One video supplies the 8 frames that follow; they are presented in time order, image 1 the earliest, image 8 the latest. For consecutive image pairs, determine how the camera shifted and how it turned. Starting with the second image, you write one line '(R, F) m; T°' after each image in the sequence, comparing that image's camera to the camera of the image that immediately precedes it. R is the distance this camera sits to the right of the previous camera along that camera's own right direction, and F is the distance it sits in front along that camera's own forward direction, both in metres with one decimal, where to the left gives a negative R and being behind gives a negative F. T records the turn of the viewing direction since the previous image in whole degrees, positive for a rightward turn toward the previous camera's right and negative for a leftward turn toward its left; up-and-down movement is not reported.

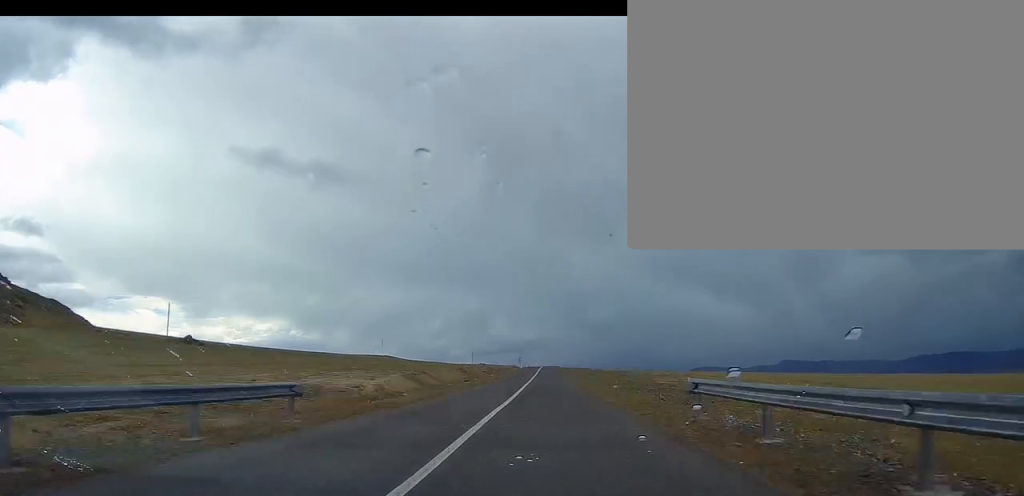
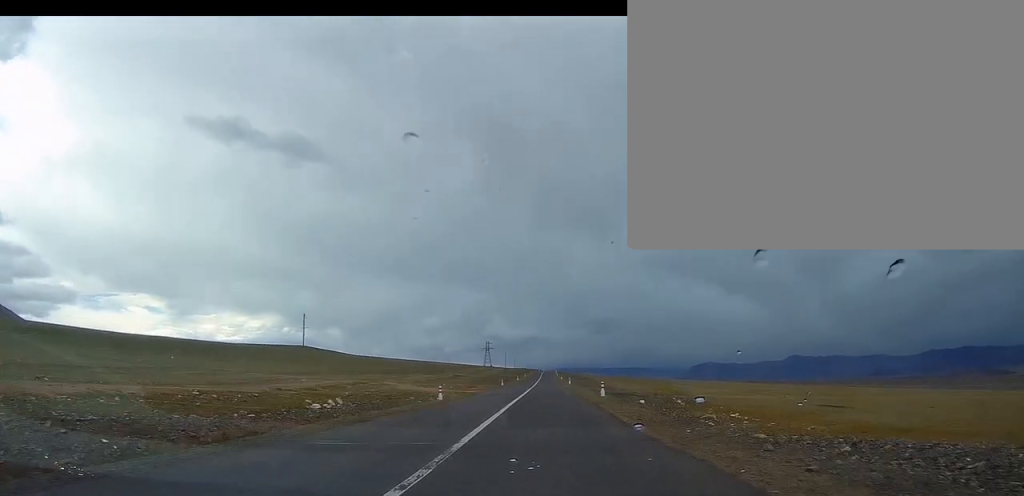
(+0.7, +405.6) m; +1°
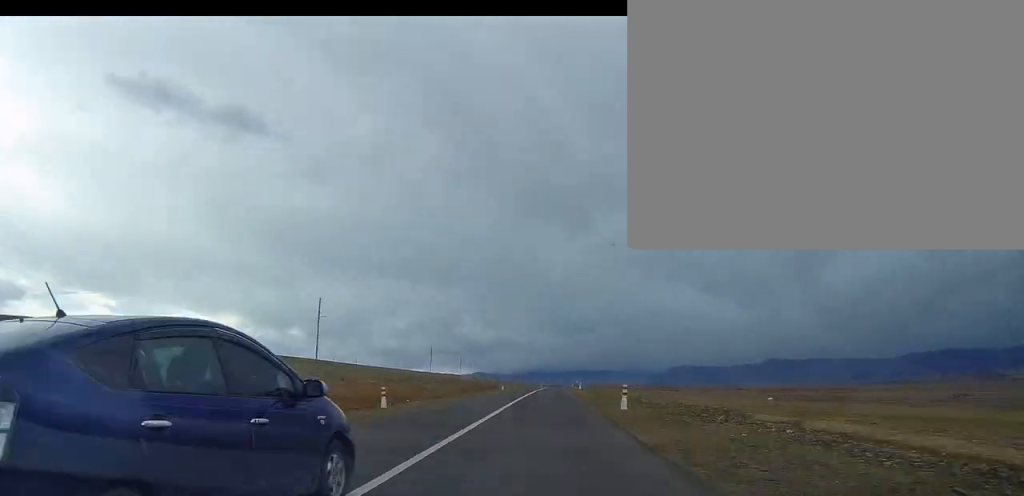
(+11.0, +393.9) m; +4°
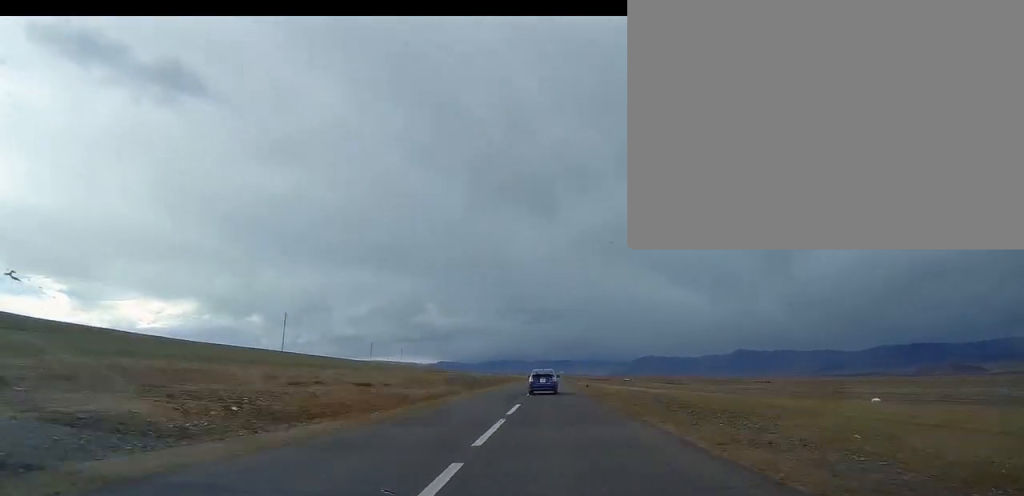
(+6.1, +279.4) m; +1°
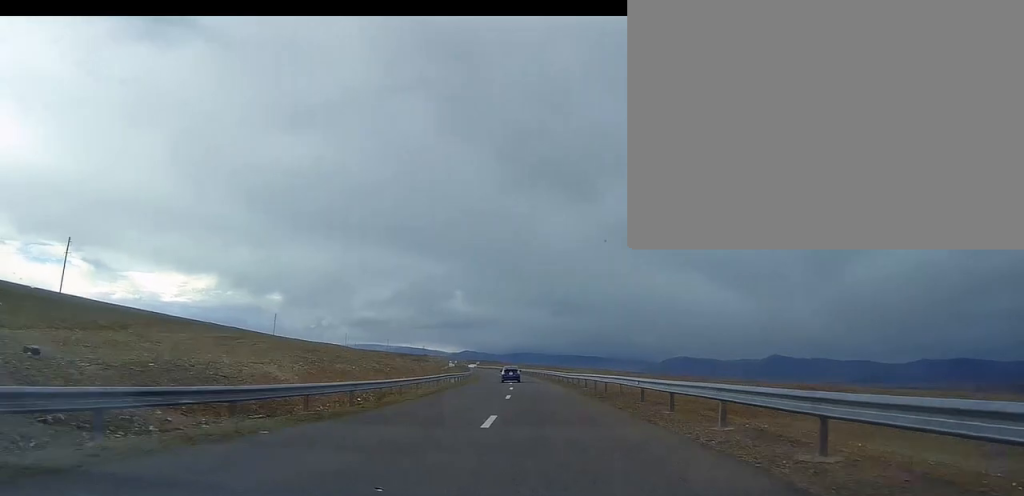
(-24.3, +396.0) m; -8°
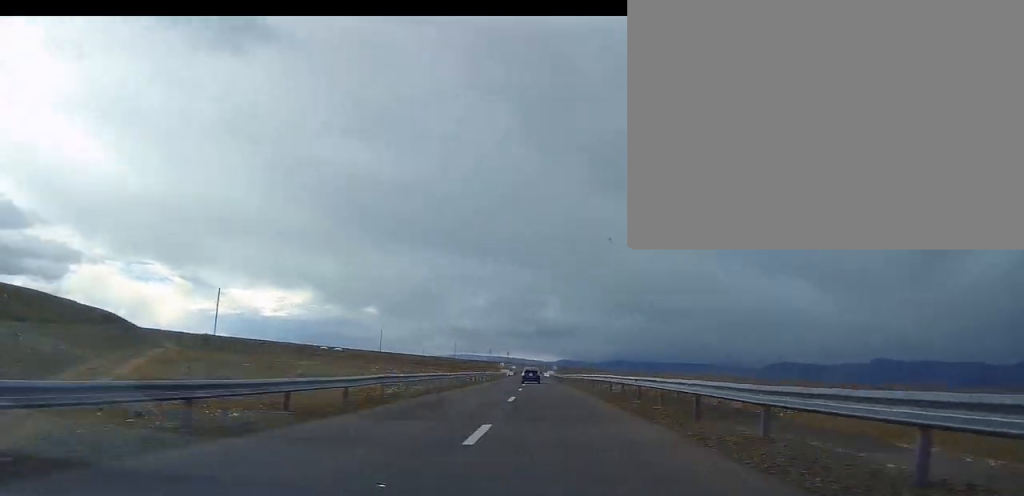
(-5.5, +139.6) m; -3°
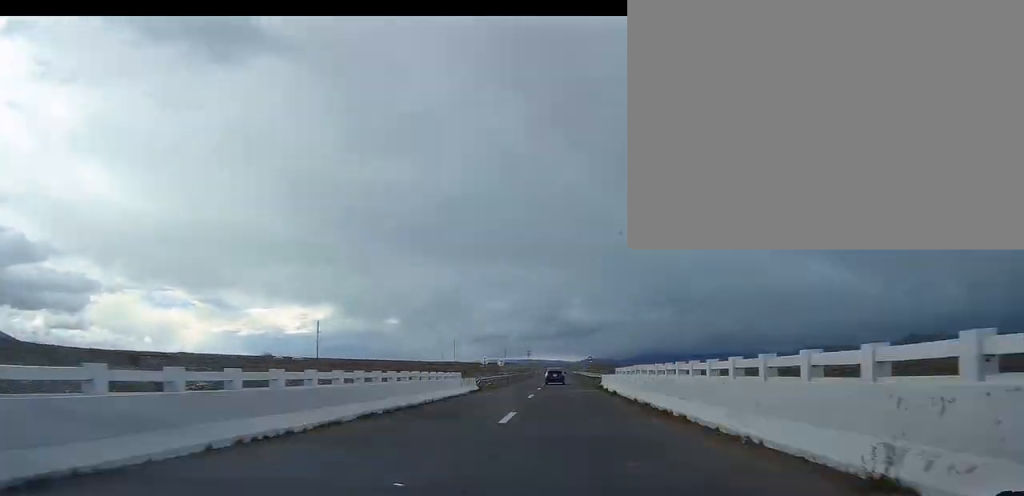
(-2.5, +118.2) m; -1°
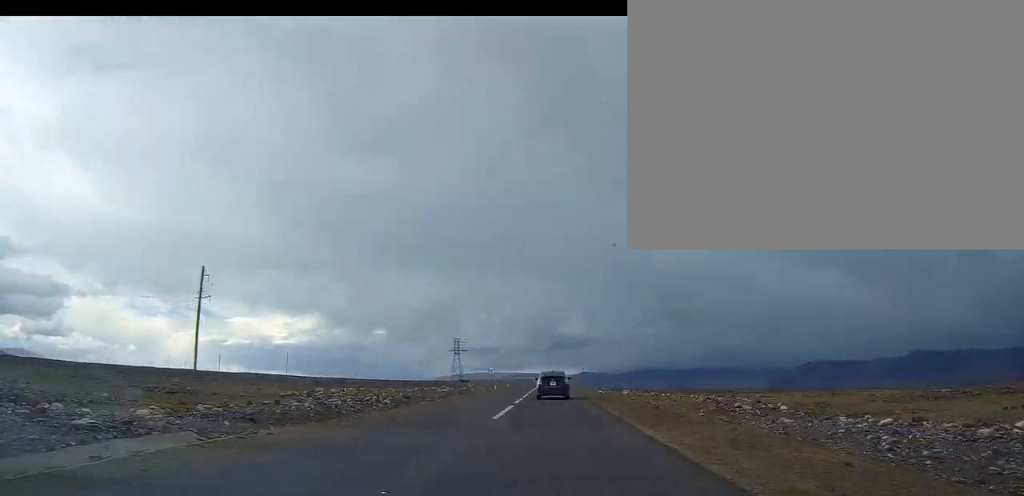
(-12.3, +434.3) m; -13°
